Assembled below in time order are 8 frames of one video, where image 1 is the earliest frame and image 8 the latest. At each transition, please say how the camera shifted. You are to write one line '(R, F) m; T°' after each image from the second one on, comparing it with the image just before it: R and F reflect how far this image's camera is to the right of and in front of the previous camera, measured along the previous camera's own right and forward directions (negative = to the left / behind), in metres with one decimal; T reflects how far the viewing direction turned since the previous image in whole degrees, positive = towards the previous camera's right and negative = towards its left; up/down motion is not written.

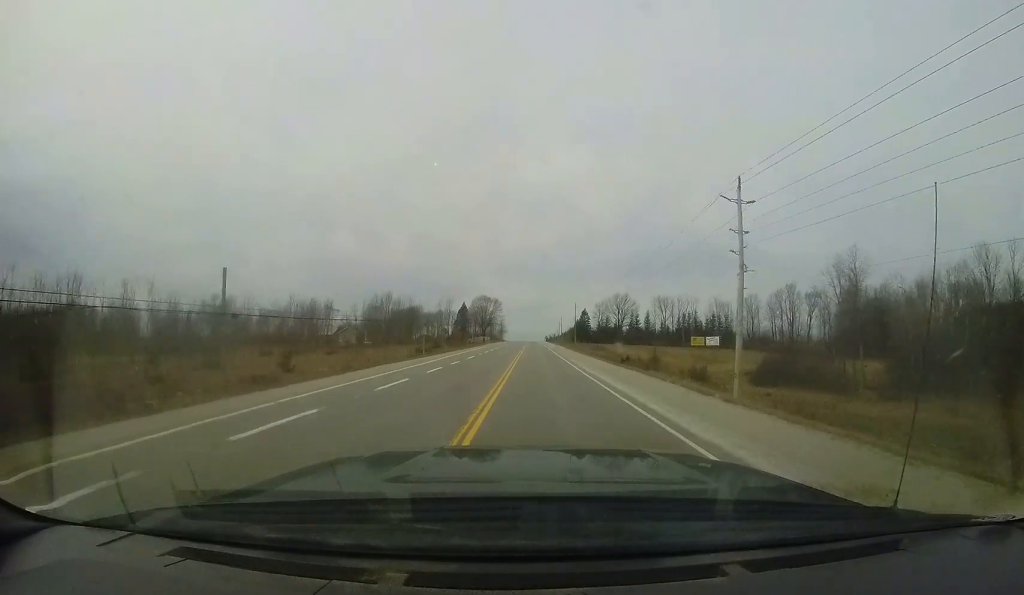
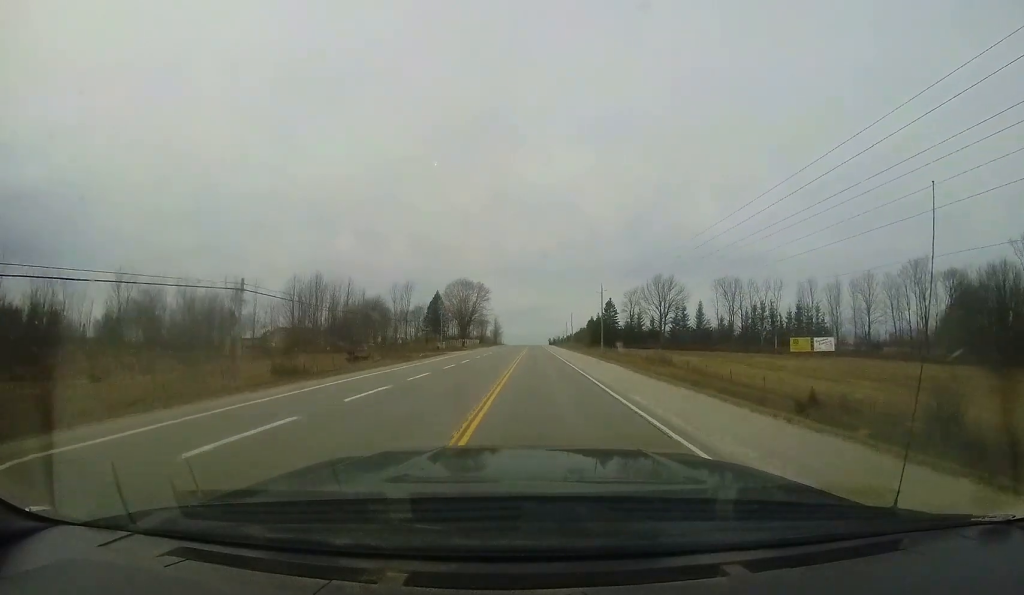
(0.0, +43.4) m; 0°
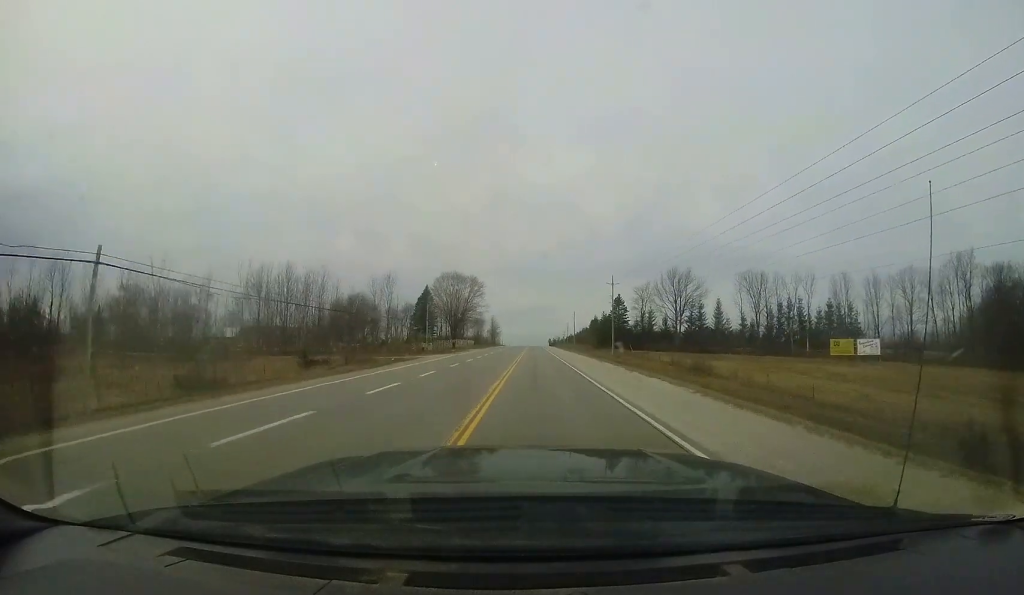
(0.0, +10.4) m; 0°
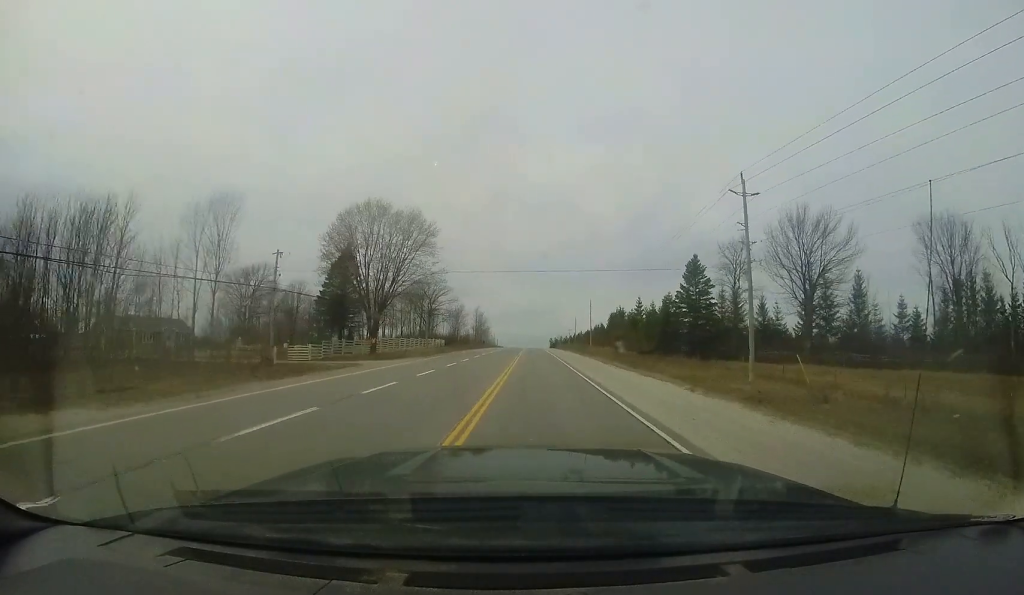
(-0.1, +41.6) m; 0°
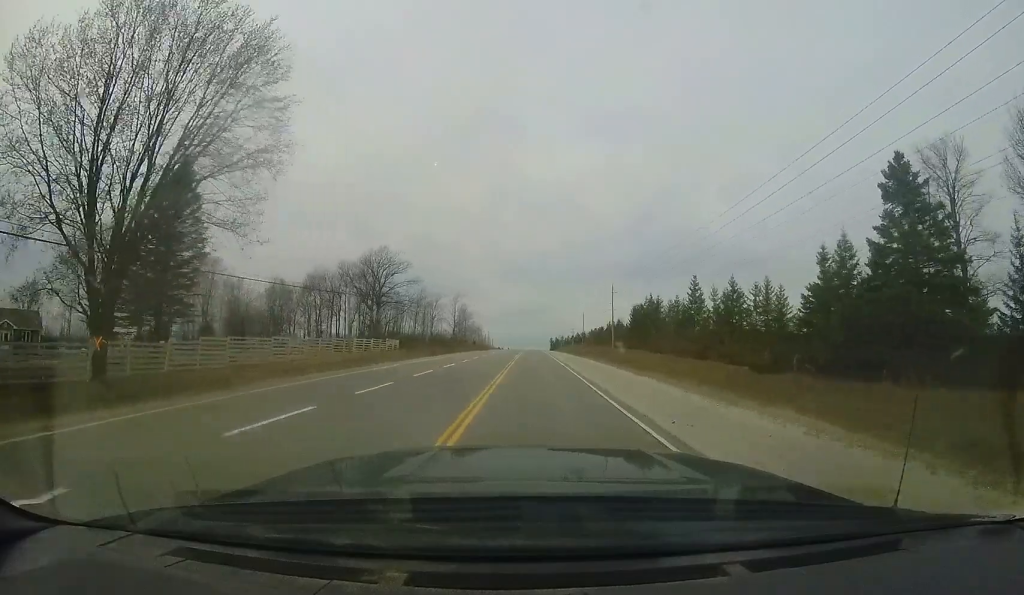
(+0.3, +29.0) m; 0°
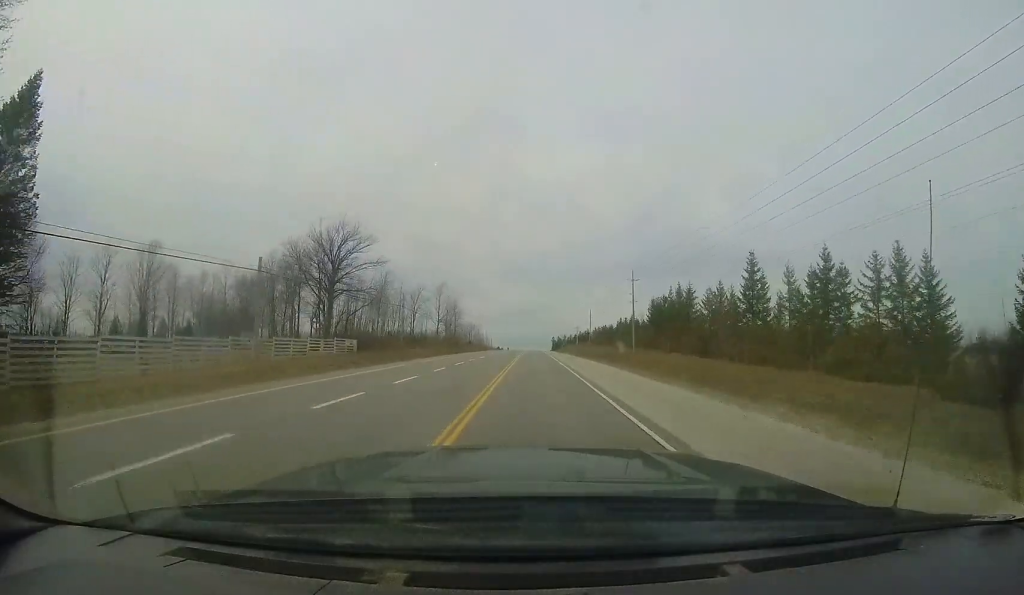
(0.0, +14.4) m; -1°
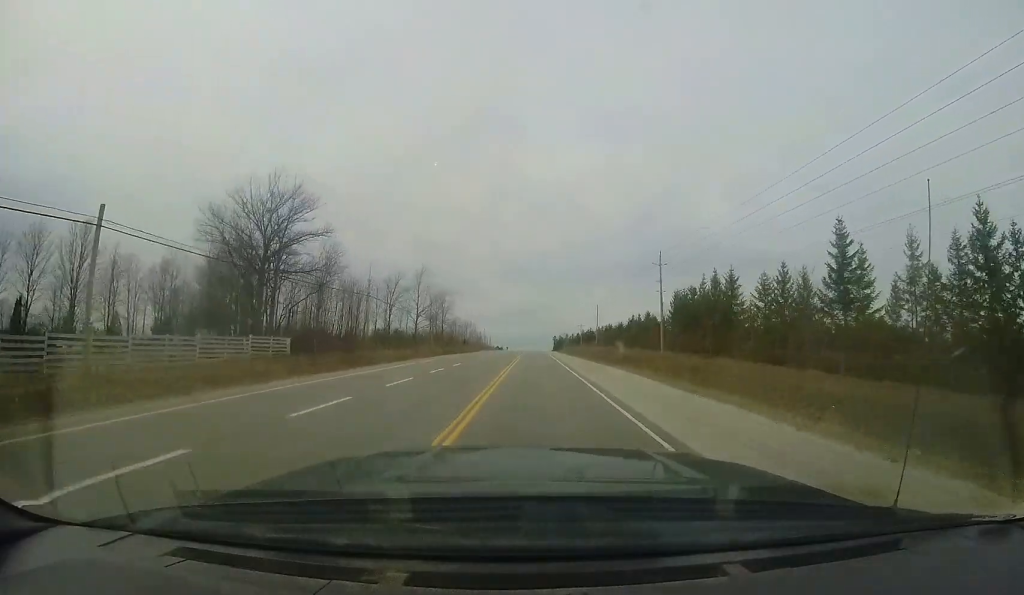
(0.0, +12.7) m; -1°
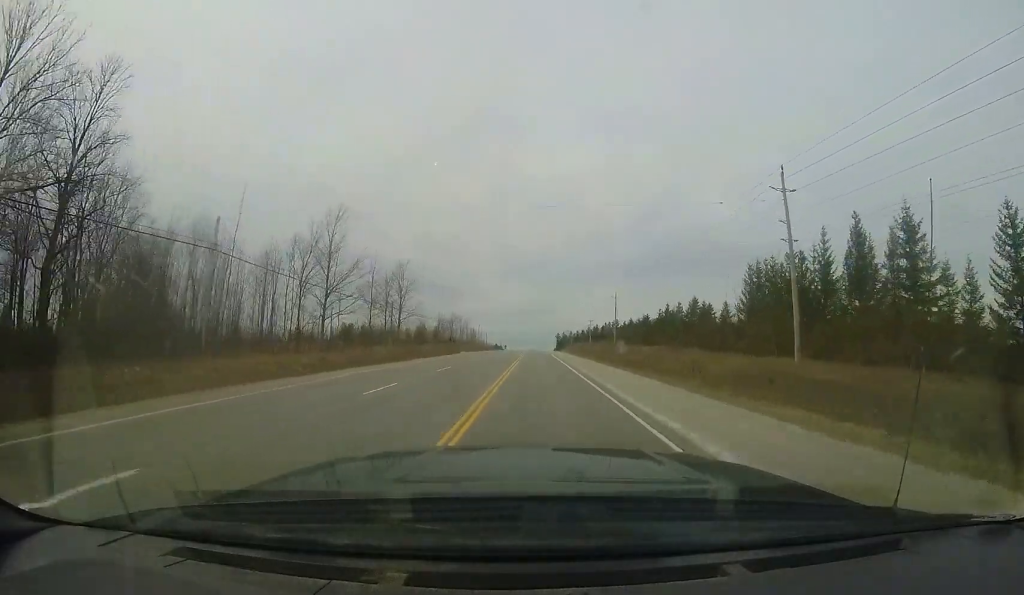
(-0.5, +24.7) m; -1°
